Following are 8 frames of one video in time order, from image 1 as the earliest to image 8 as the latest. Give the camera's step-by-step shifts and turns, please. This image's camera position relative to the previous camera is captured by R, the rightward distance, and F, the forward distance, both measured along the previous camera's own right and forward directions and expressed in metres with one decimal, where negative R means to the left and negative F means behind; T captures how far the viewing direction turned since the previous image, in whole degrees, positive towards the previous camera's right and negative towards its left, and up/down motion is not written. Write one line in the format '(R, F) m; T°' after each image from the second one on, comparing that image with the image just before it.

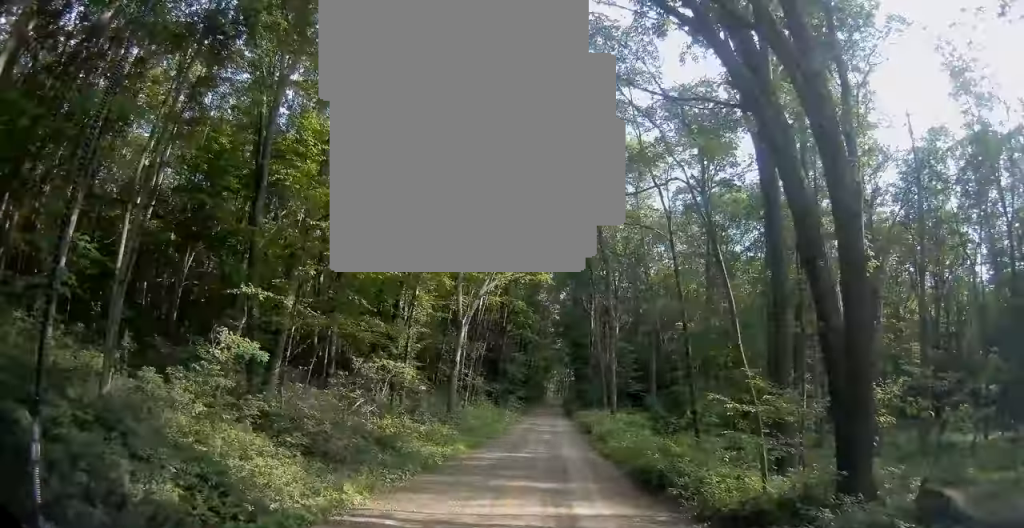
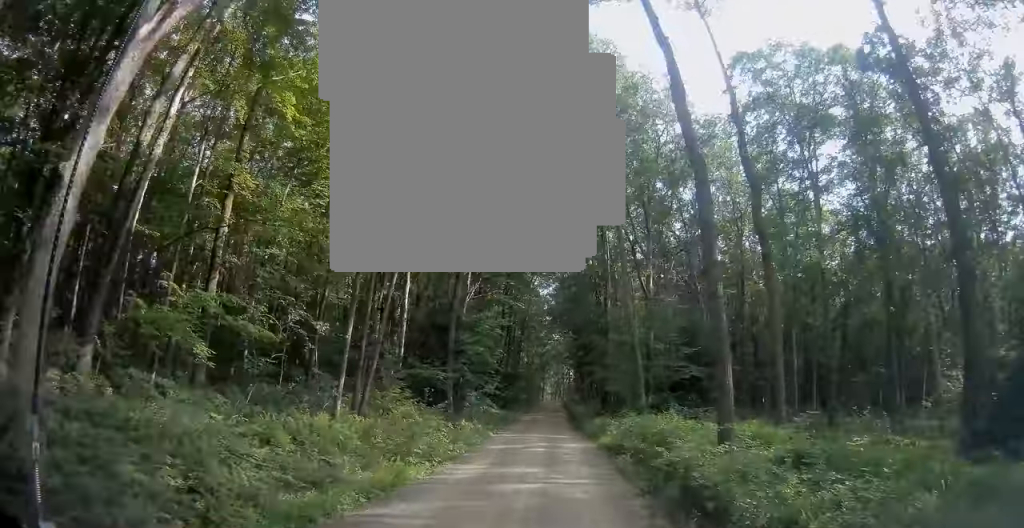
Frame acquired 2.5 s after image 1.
(+0.5, +28.0) m; +1°
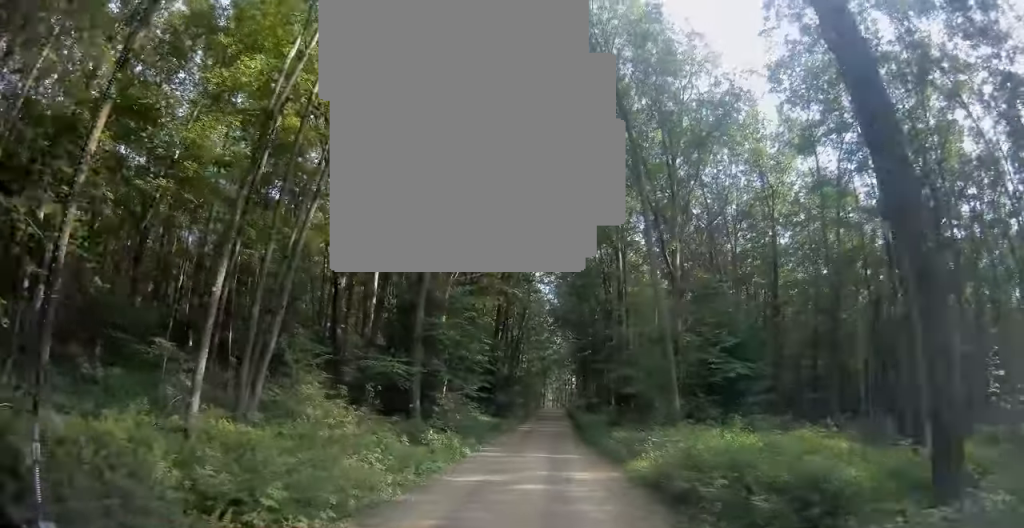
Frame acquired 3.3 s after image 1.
(-0.3, +8.9) m; -2°
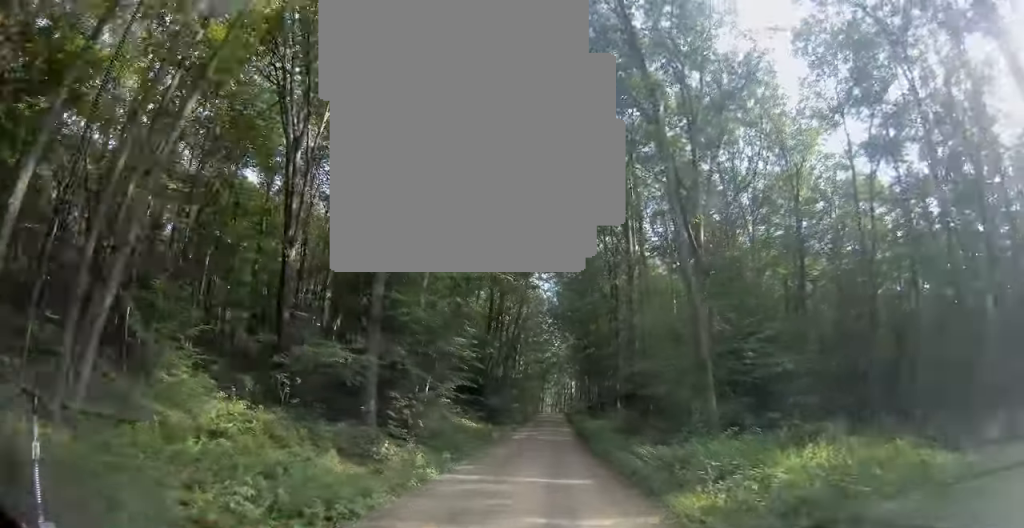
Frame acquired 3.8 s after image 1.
(-0.1, +6.3) m; -1°
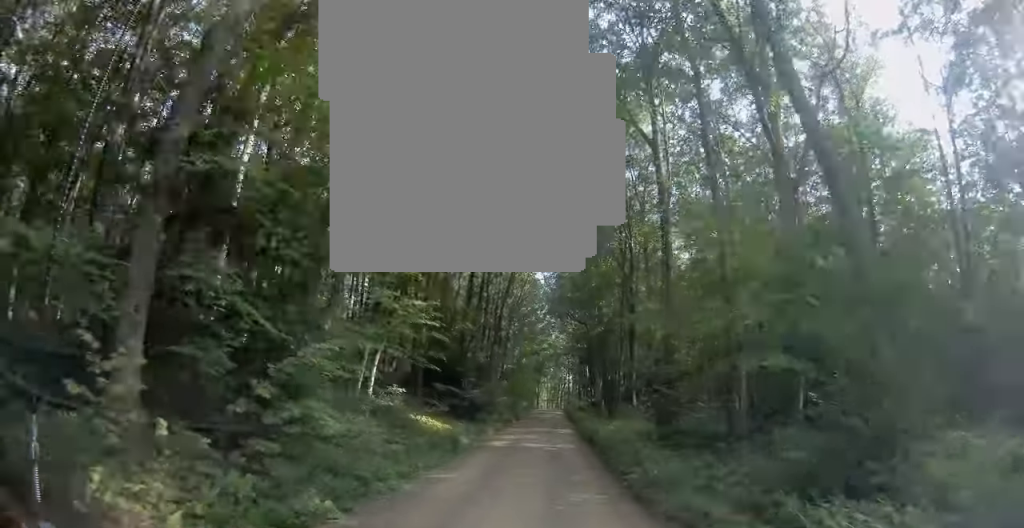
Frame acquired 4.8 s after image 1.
(0.0, +12.1) m; 0°
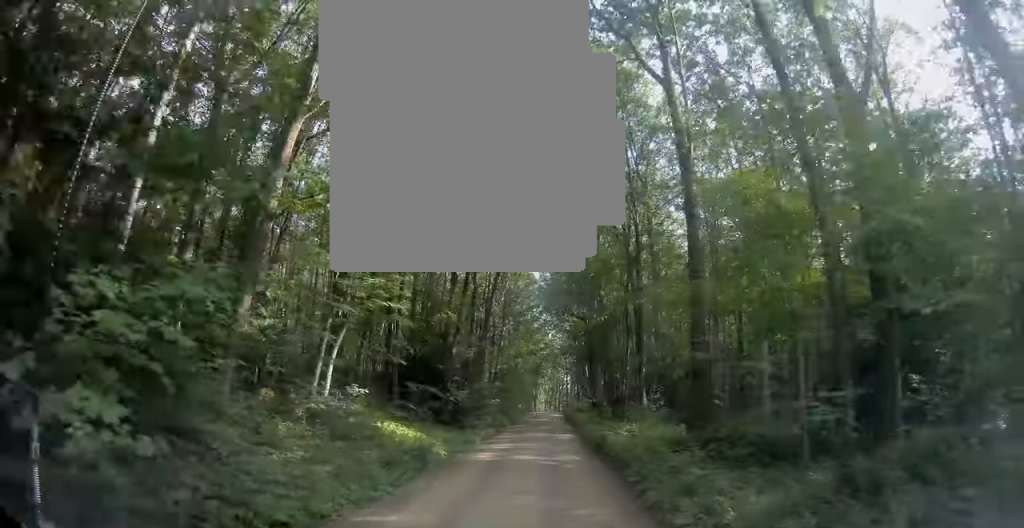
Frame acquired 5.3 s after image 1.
(-0.1, +5.7) m; +1°
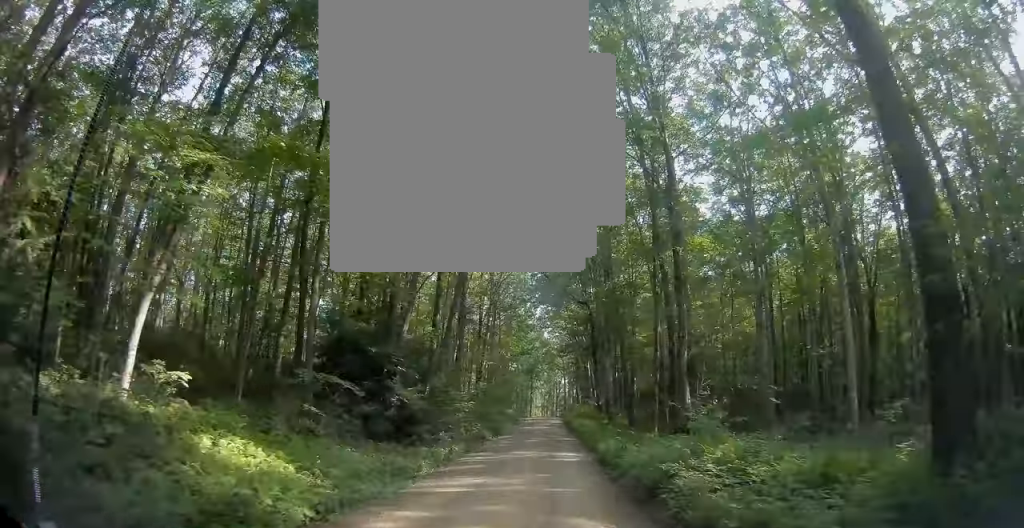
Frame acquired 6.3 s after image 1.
(+0.3, +12.3) m; +1°
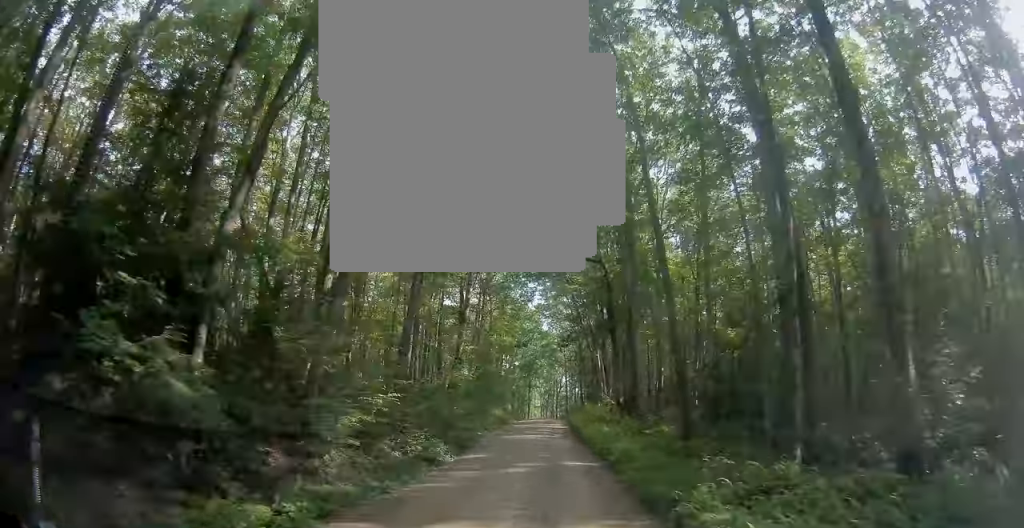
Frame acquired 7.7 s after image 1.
(-0.1, +15.0) m; -1°
